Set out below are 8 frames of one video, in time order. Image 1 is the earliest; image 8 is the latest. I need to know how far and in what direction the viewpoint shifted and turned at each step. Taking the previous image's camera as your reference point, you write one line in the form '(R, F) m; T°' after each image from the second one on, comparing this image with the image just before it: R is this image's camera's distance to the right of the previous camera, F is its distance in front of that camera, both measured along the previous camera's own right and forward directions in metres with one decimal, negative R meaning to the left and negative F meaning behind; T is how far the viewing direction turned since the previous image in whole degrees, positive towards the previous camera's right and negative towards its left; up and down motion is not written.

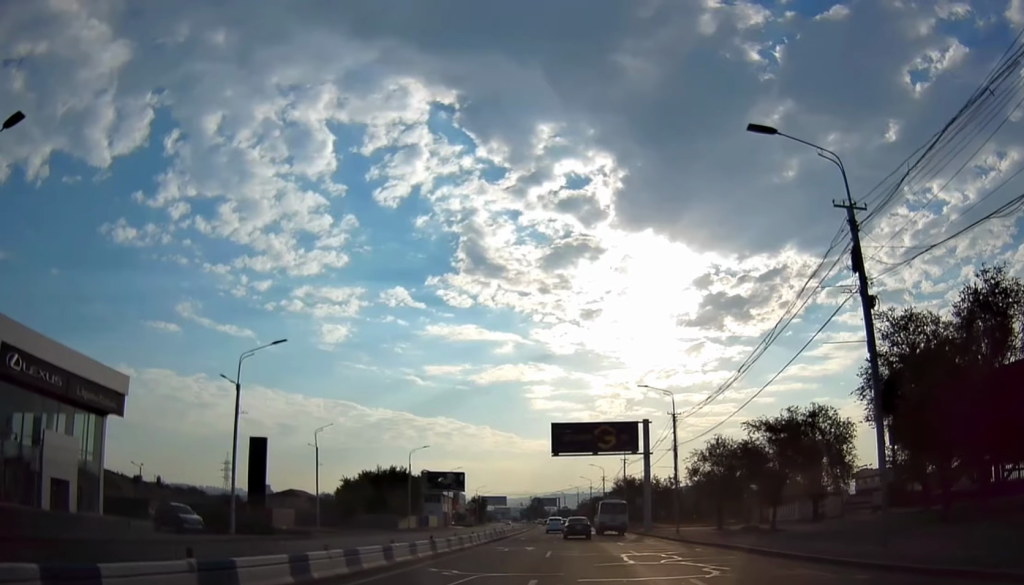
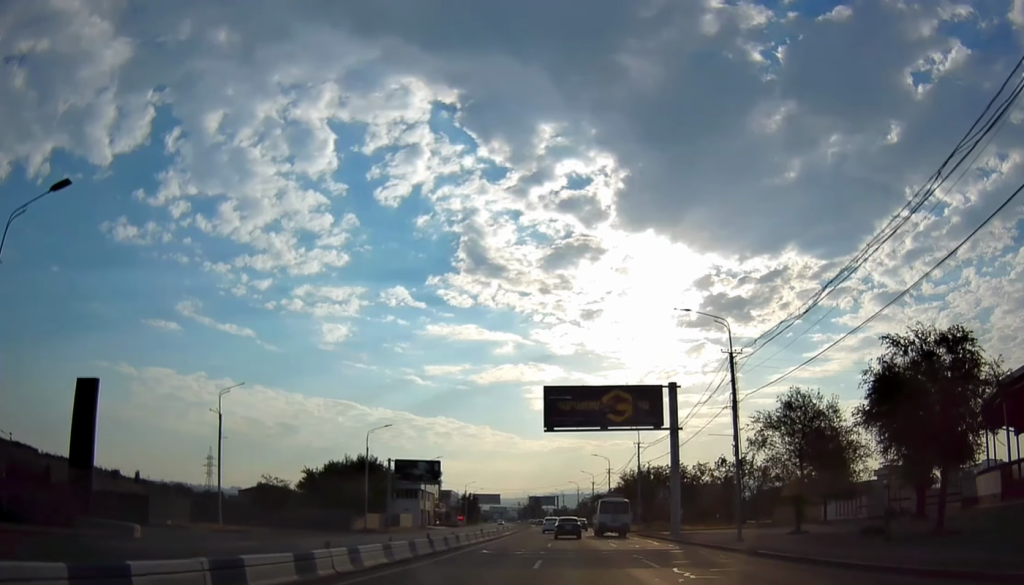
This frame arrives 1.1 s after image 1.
(+0.1, +19.7) m; +1°
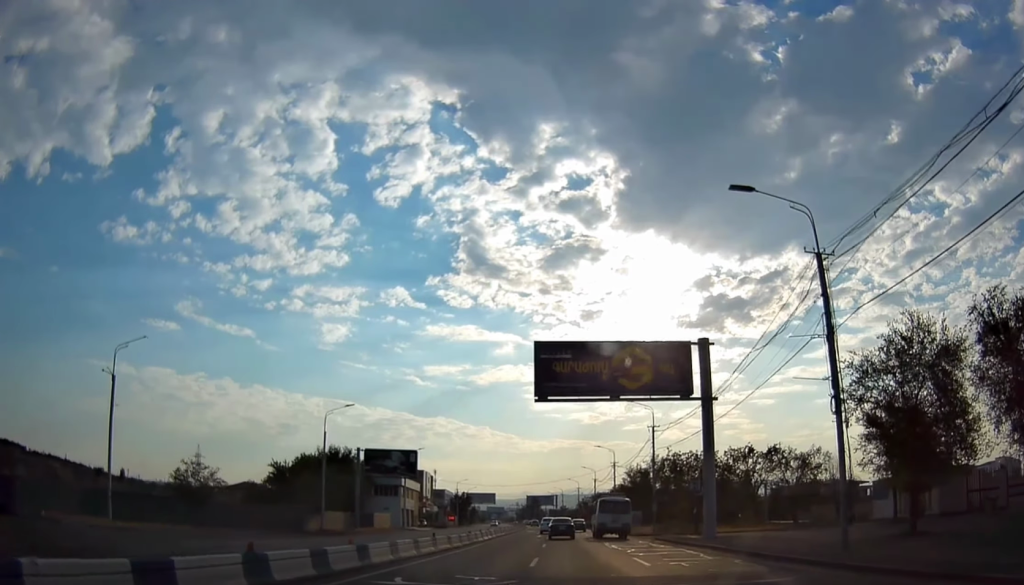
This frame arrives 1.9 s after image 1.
(-0.2, +13.2) m; +1°
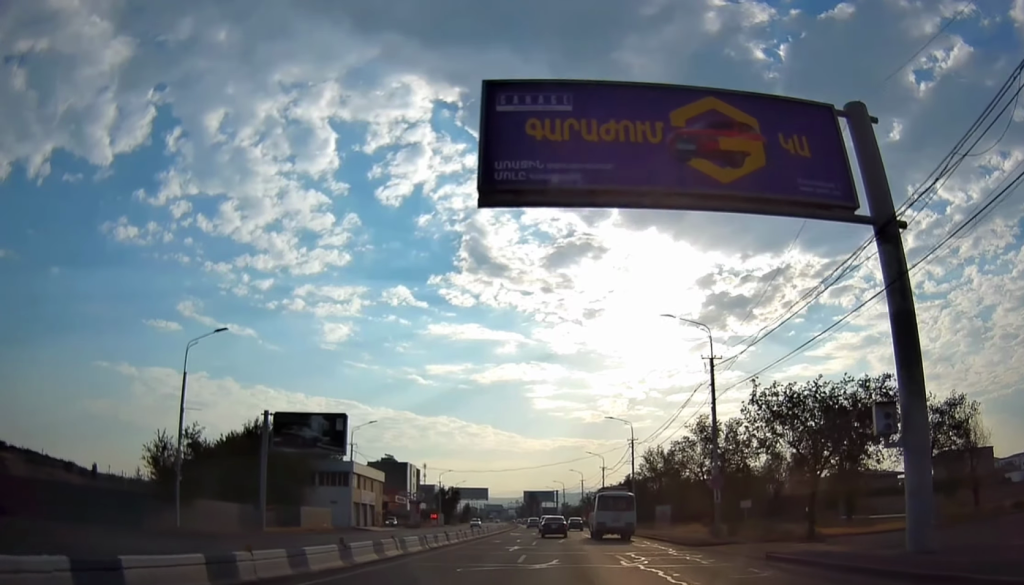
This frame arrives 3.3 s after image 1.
(+0.3, +24.5) m; -1°
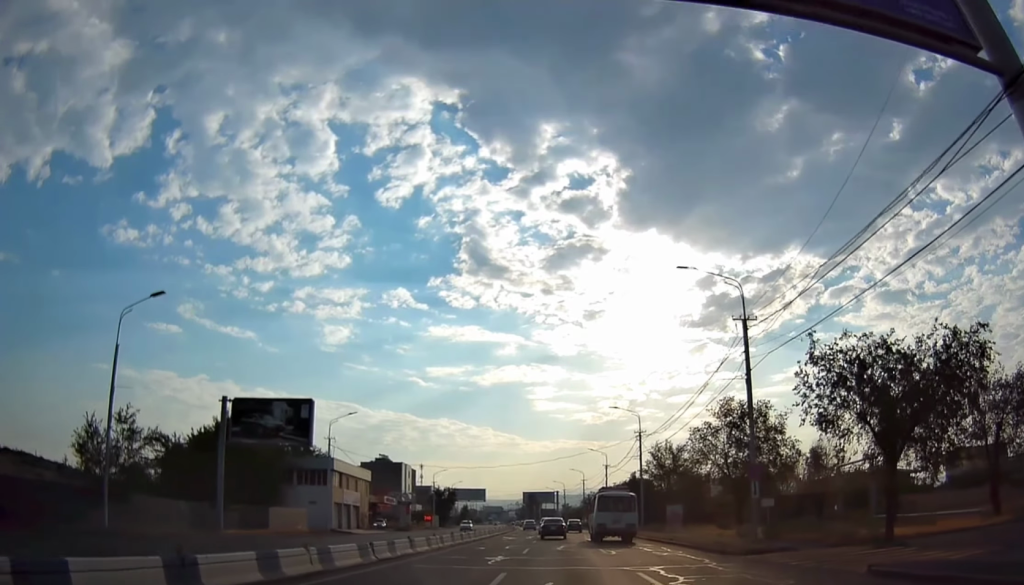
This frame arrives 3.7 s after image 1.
(-0.2, +7.0) m; -1°
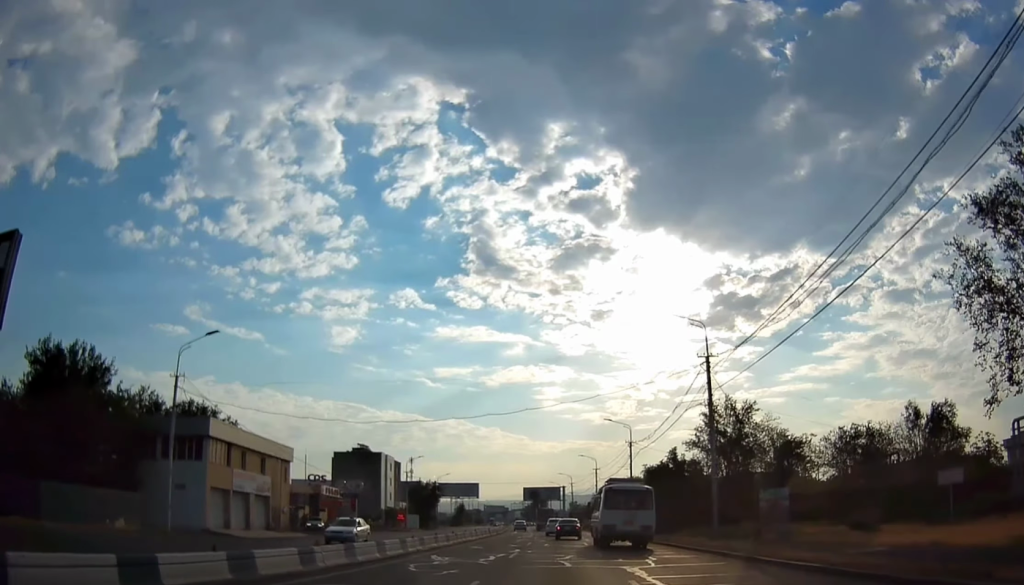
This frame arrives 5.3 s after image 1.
(-0.1, +28.1) m; -1°
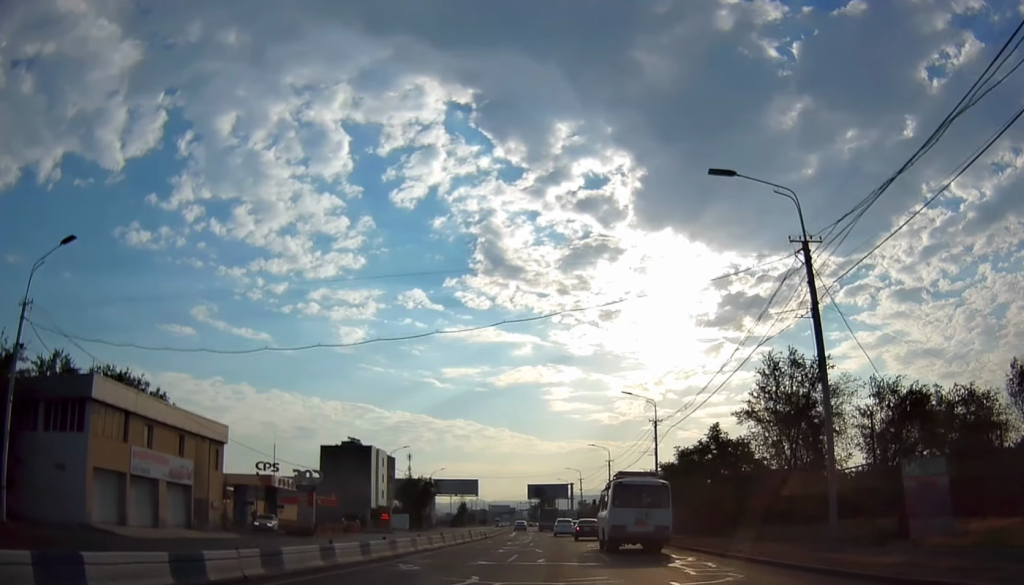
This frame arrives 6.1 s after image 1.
(-0.1, +14.3) m; 0°
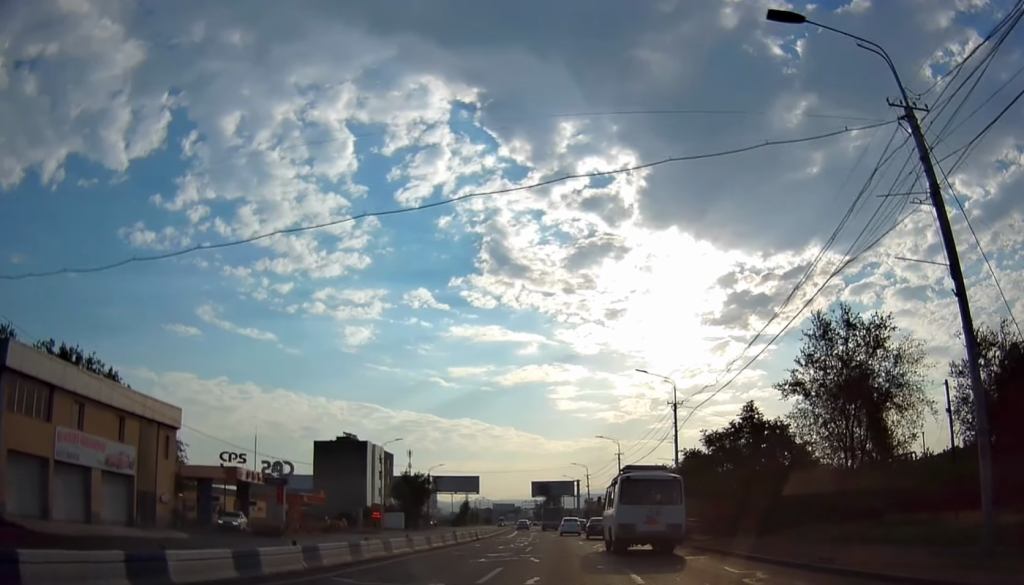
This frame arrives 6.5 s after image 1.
(0.0, +7.5) m; 0°
